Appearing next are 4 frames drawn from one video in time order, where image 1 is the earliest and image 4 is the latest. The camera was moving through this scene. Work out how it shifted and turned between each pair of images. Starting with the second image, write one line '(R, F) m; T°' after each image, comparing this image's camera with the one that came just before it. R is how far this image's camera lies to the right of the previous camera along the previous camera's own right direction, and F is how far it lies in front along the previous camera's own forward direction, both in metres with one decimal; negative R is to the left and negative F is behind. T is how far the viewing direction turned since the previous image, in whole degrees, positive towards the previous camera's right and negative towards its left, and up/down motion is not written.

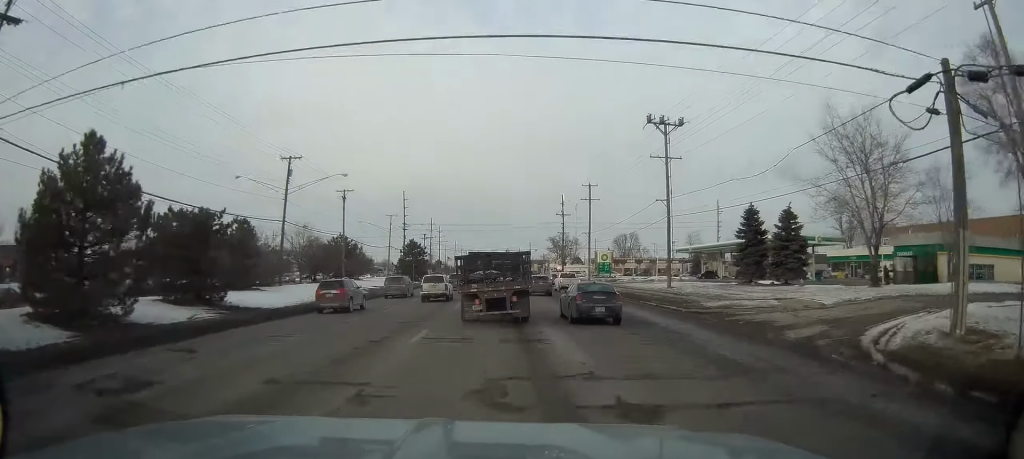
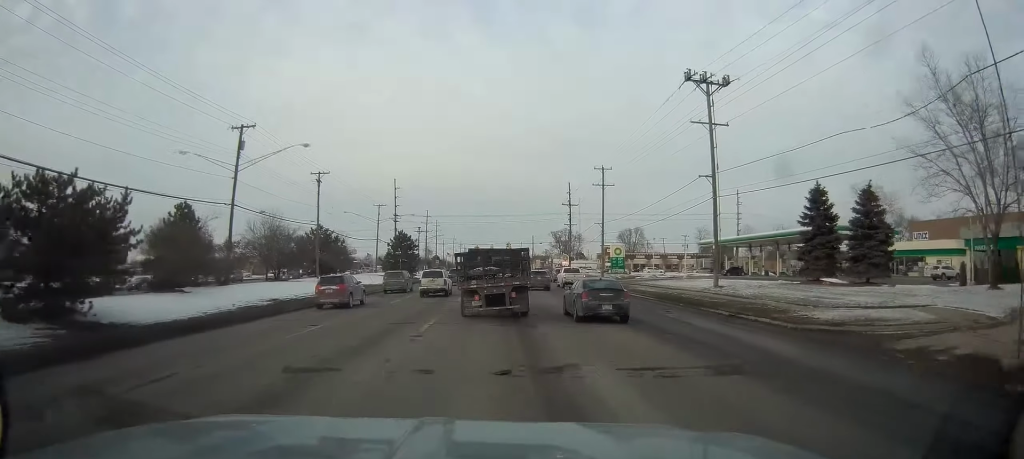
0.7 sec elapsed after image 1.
(-0.3, +11.4) m; 0°
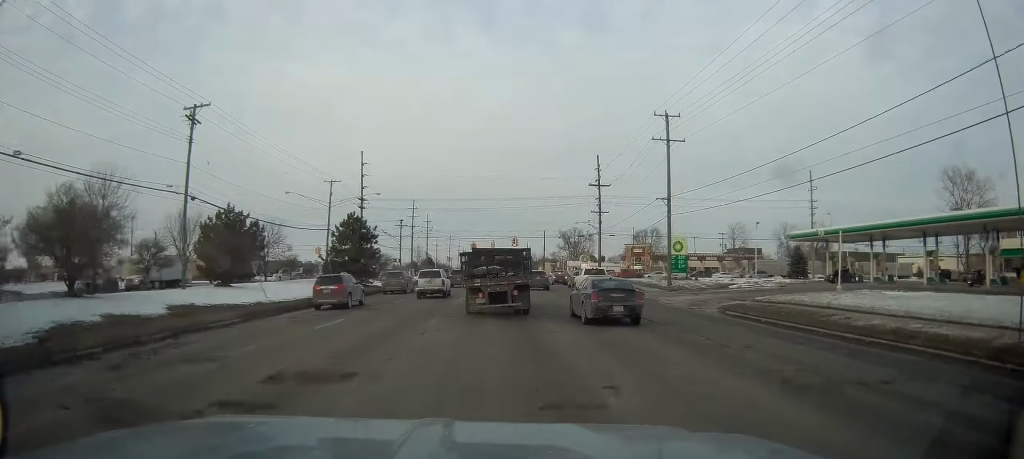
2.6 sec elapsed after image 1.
(+0.4, +36.9) m; +1°
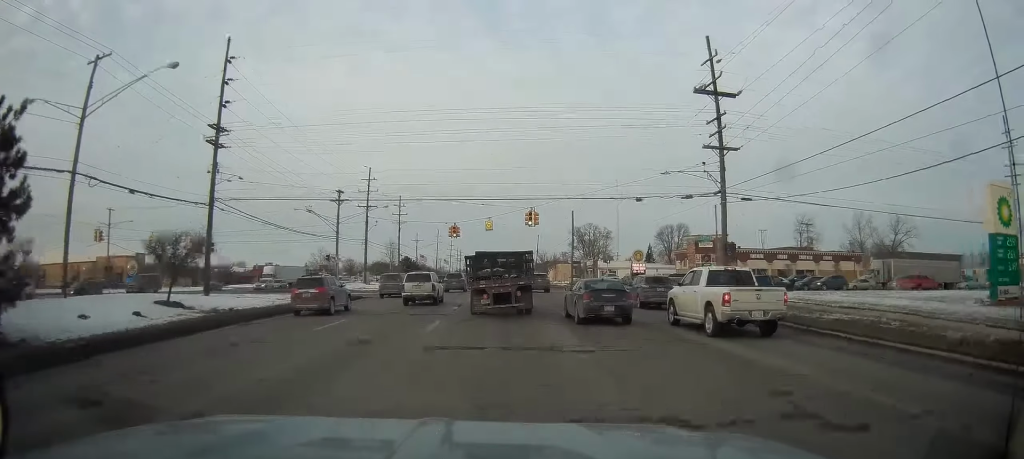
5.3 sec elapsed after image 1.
(+0.5, +50.1) m; -1°
